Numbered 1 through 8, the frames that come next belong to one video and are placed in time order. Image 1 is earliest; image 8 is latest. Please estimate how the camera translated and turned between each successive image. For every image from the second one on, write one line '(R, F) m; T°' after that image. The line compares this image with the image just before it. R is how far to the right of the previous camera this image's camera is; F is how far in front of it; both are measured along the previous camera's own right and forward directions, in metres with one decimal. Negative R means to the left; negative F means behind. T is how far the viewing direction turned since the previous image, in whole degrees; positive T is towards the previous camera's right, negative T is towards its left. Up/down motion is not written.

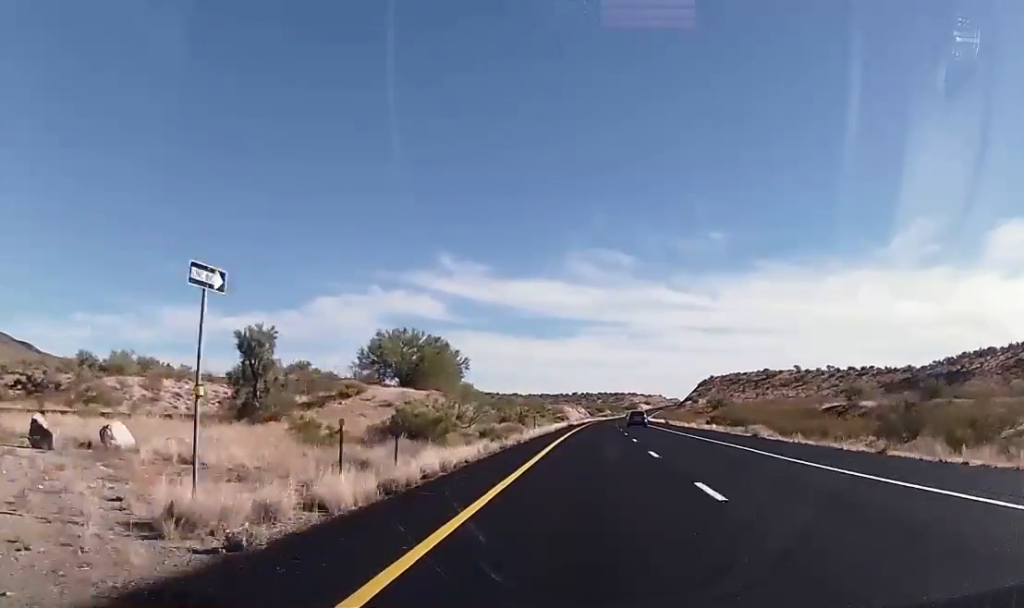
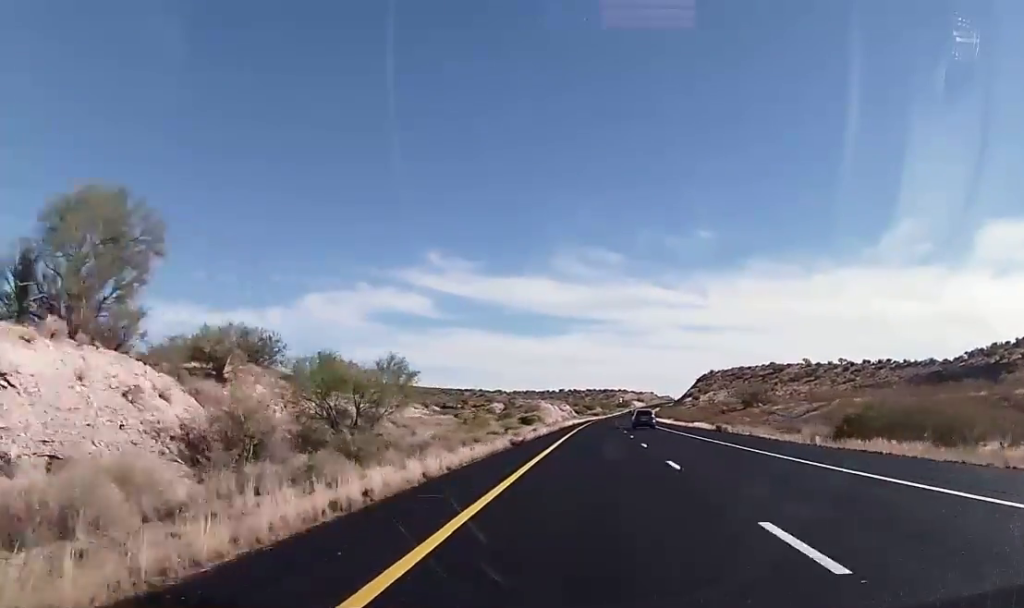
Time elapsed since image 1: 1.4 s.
(+0.4, +53.8) m; +1°
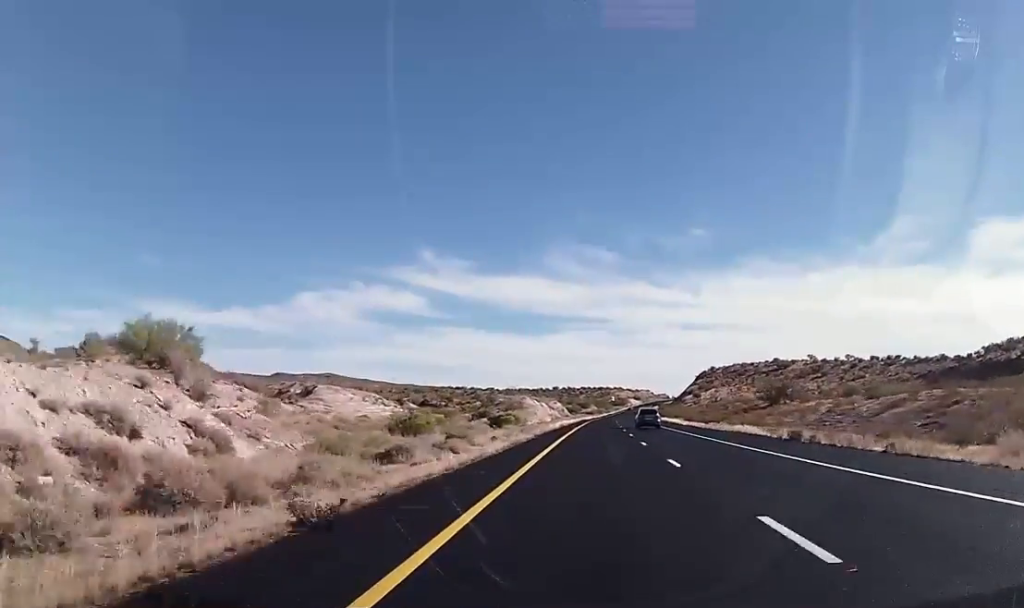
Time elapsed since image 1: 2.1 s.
(+0.2, +23.8) m; +1°
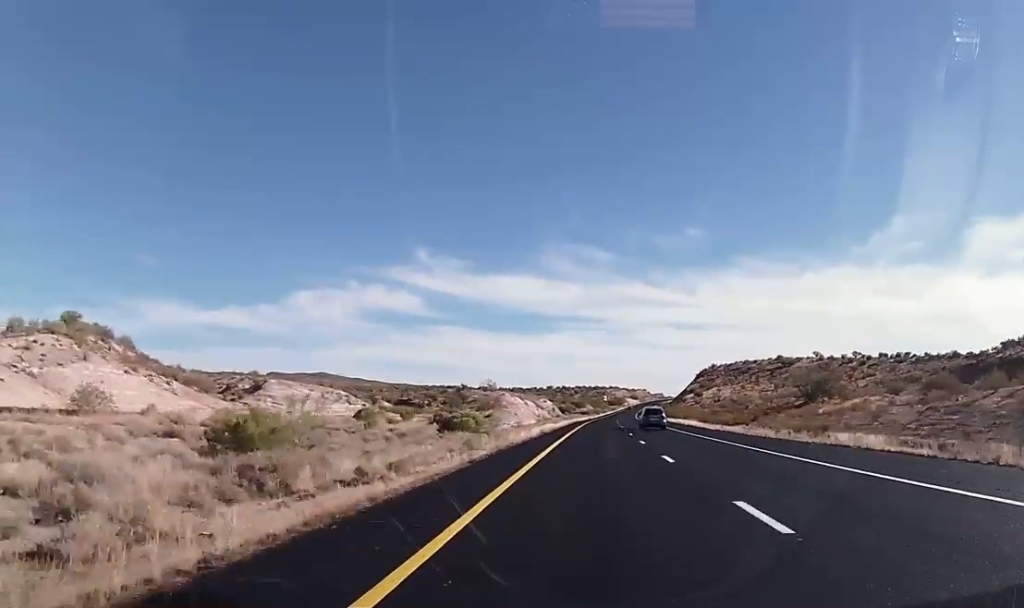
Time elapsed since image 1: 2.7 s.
(+0.1, +22.6) m; +1°
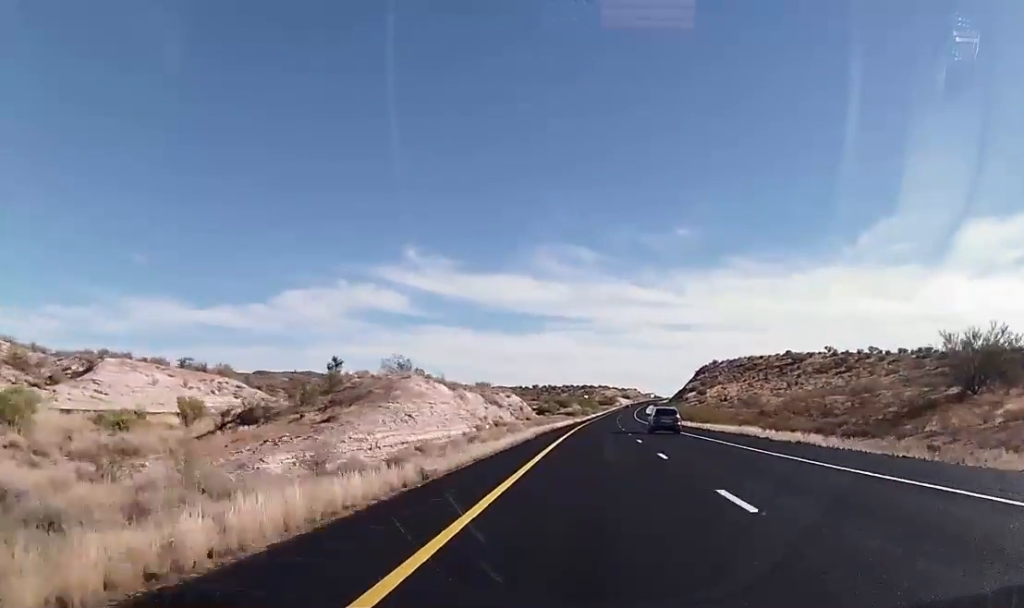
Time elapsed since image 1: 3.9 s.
(+0.4, +46.6) m; +1°
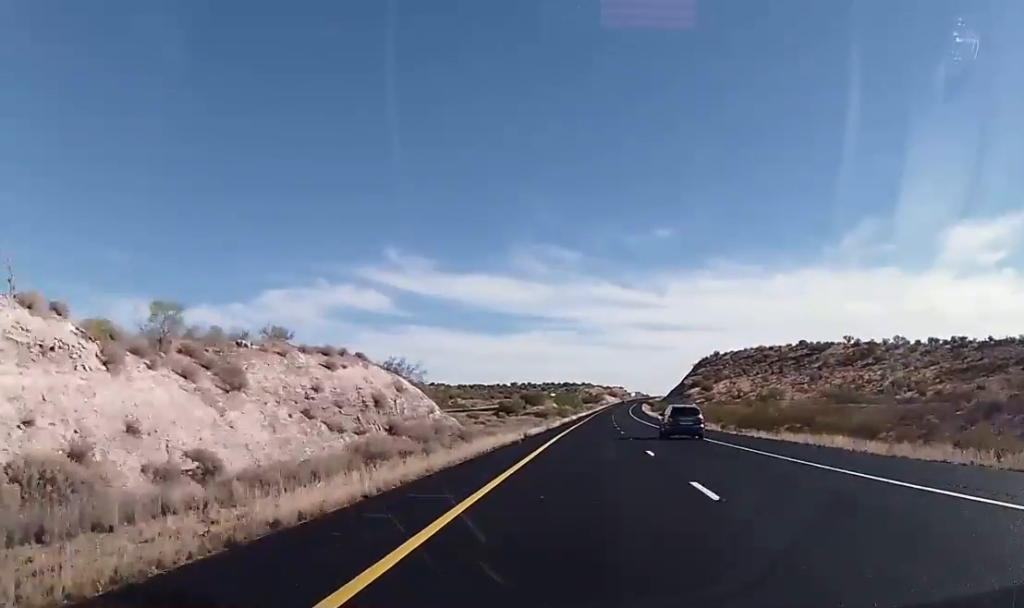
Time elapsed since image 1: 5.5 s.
(+0.4, +59.4) m; +1°
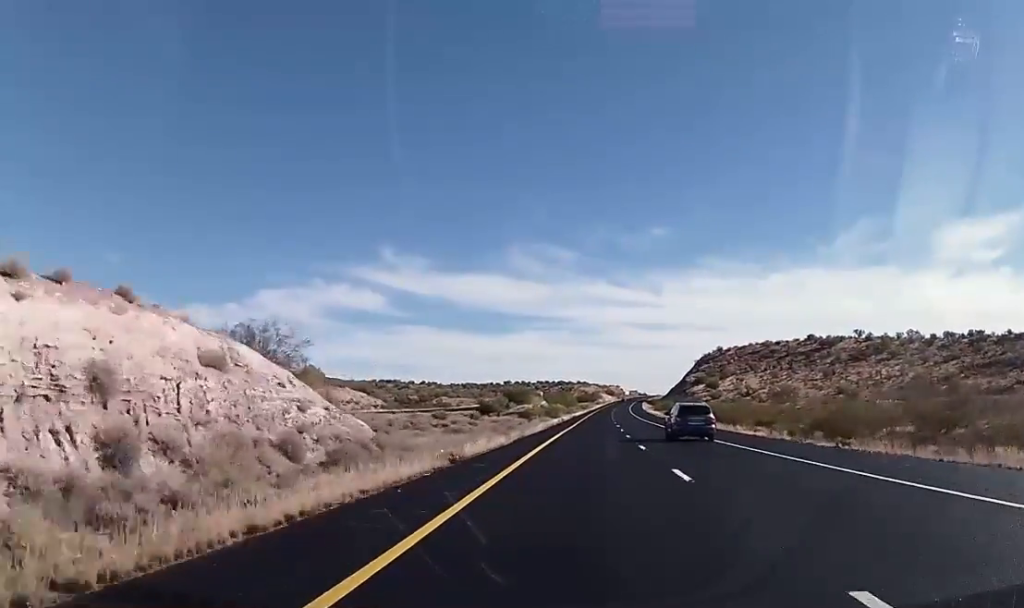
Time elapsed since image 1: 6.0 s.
(0.0, +21.4) m; +1°
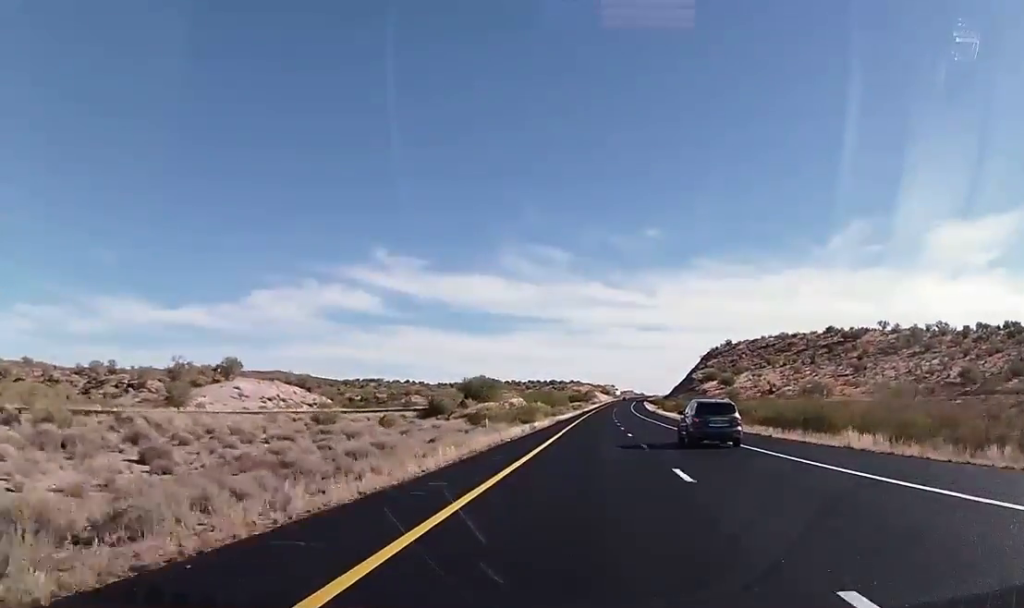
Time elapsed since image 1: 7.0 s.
(+0.3, +36.4) m; +1°
